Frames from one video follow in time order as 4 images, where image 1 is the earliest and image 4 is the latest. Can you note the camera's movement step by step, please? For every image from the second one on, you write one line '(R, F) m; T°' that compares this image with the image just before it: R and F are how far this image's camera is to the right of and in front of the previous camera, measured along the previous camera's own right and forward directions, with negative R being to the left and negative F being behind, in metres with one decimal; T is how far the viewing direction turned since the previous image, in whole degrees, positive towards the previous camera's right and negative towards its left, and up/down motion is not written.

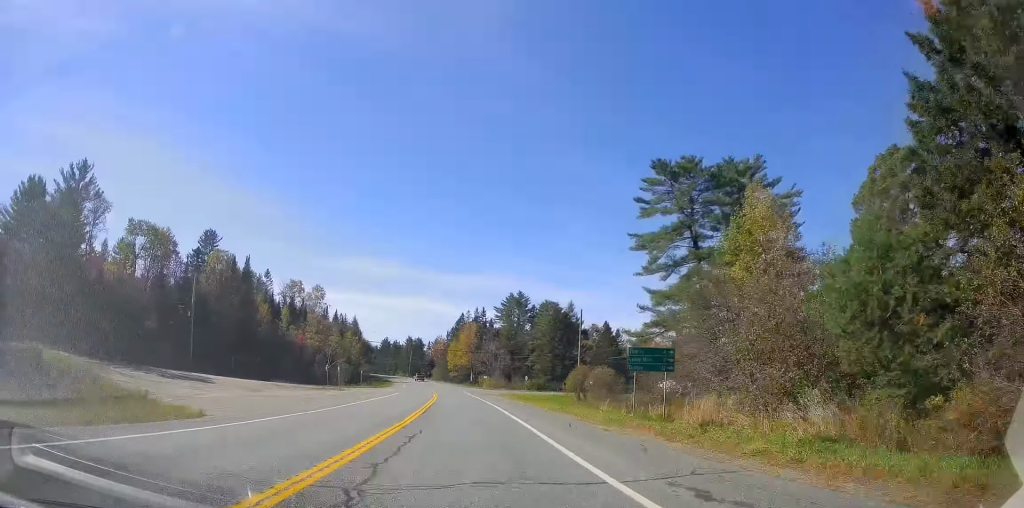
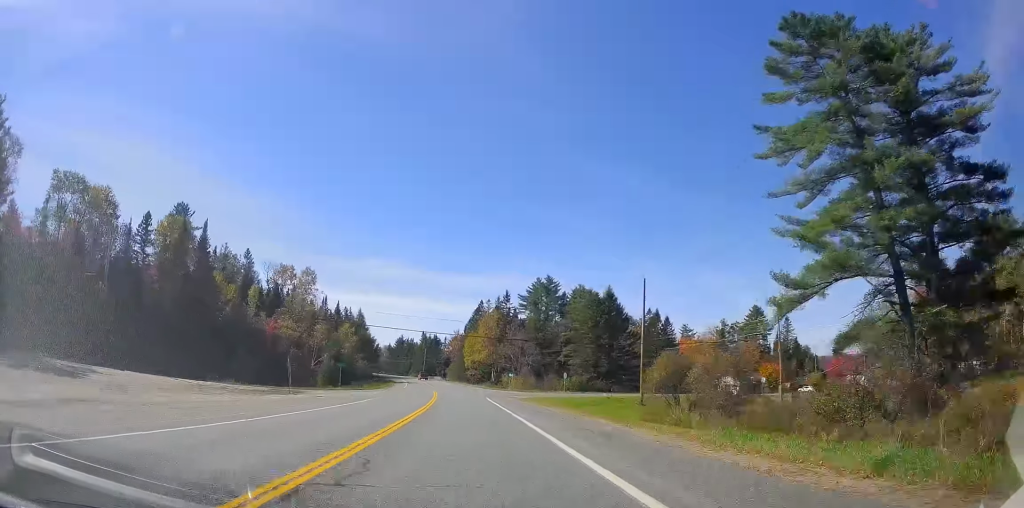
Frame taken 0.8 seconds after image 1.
(-0.8, +23.7) m; -3°
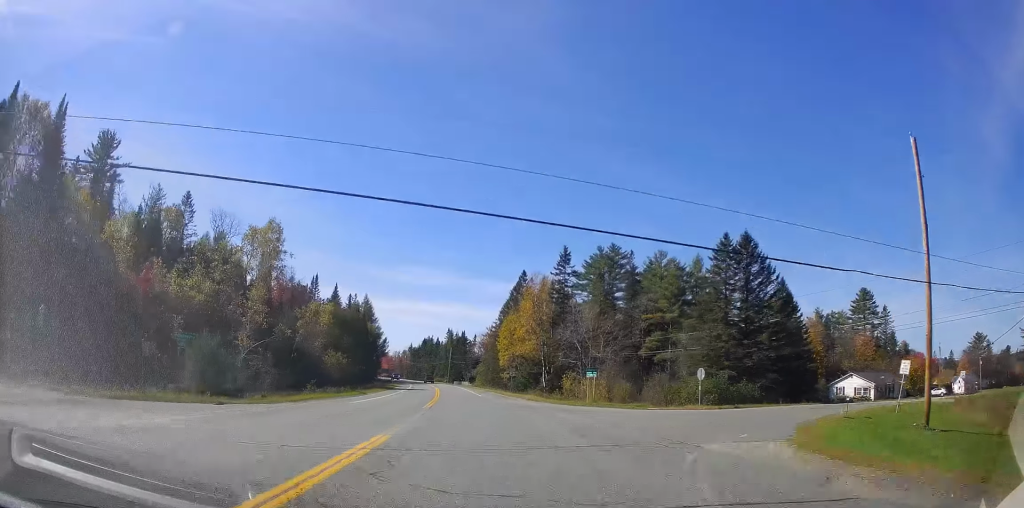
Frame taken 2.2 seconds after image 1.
(-1.2, +39.2) m; -3°
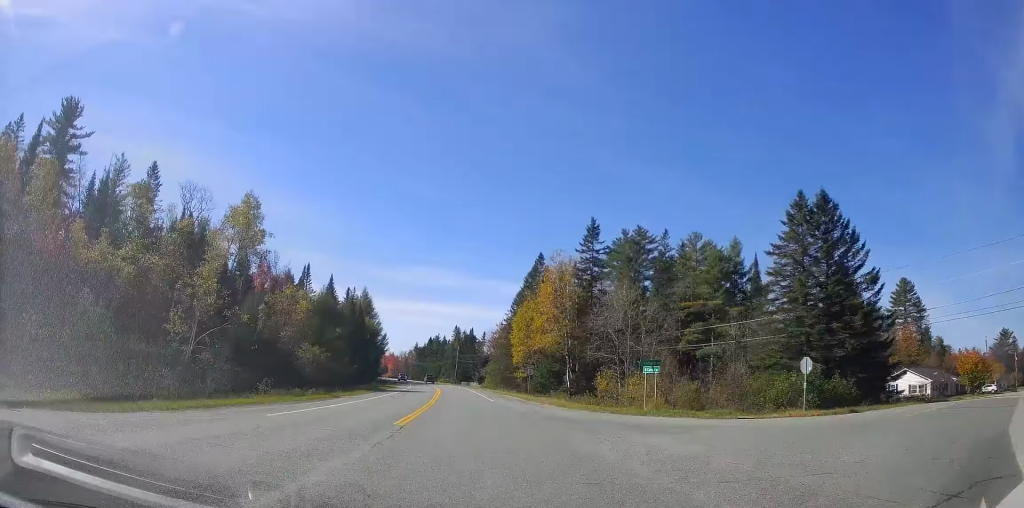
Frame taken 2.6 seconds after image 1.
(0.0, +12.5) m; -1°
